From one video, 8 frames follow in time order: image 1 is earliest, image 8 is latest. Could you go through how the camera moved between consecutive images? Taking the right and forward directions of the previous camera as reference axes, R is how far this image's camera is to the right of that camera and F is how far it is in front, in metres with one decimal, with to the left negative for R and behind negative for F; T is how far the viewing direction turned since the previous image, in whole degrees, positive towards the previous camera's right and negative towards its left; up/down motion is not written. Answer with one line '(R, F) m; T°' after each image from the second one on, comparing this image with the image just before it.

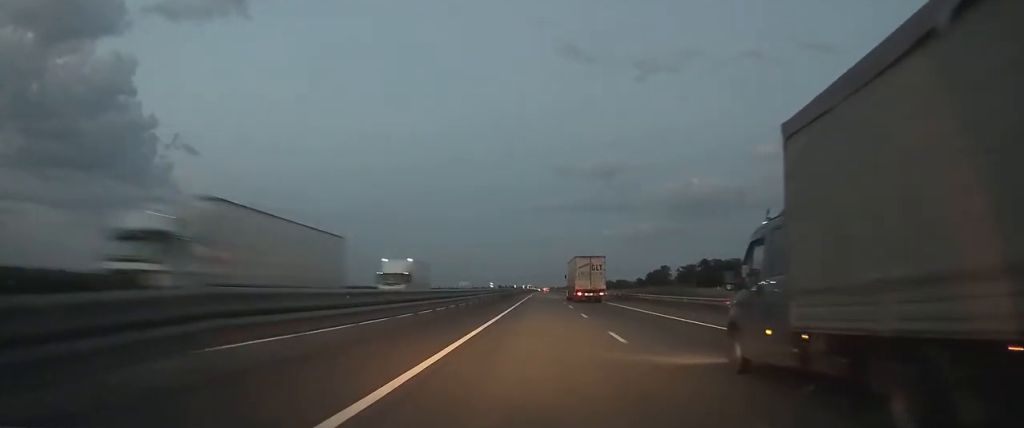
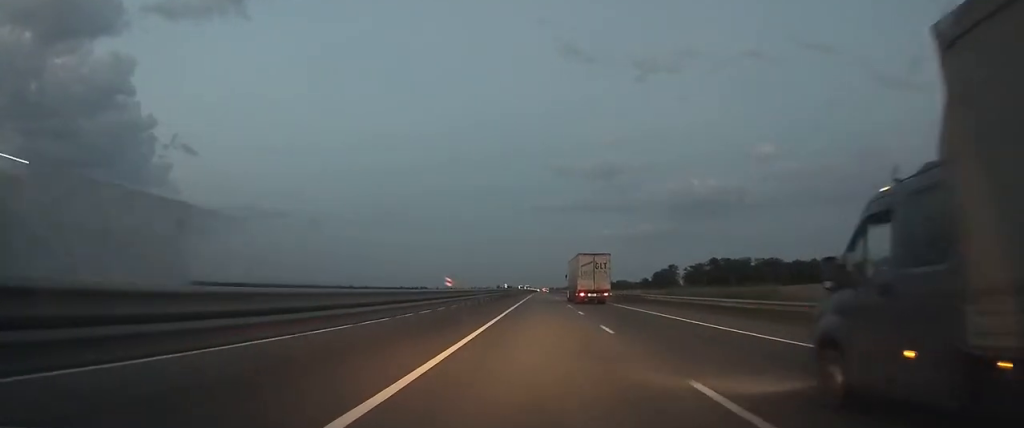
(+0.2, +21.1) m; 0°
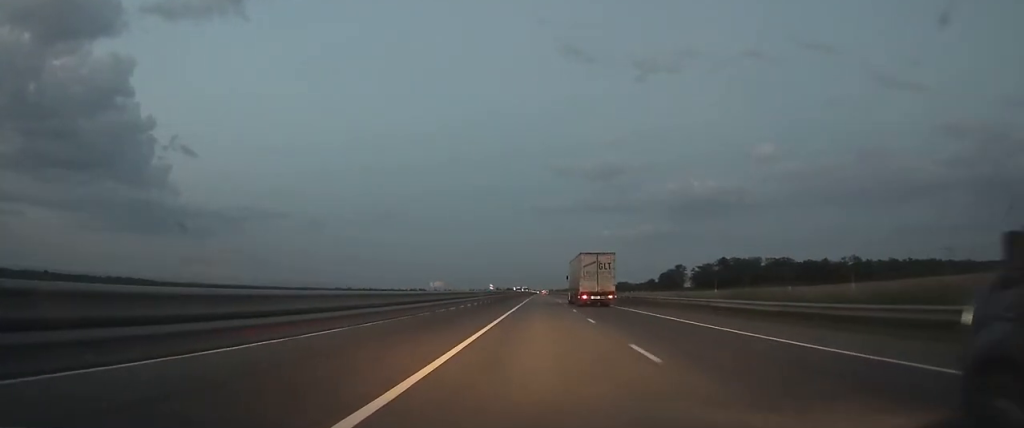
(+0.1, +18.3) m; 0°
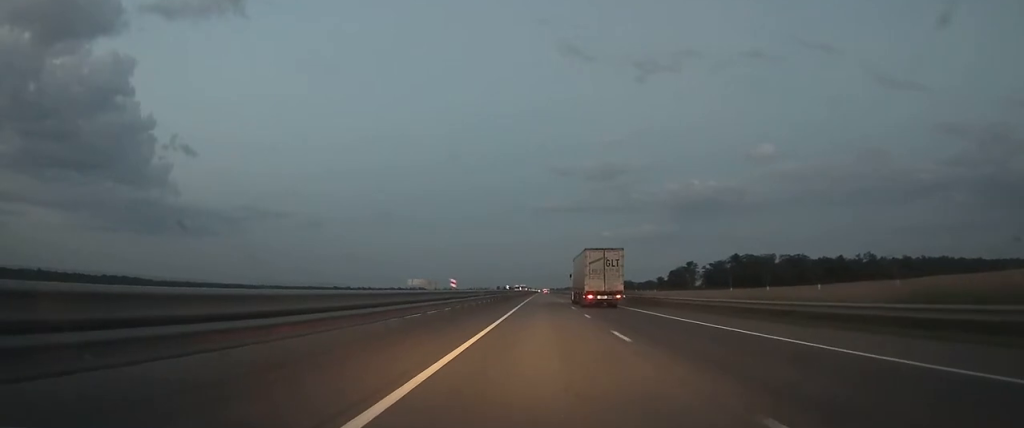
(-0.1, +20.1) m; -1°
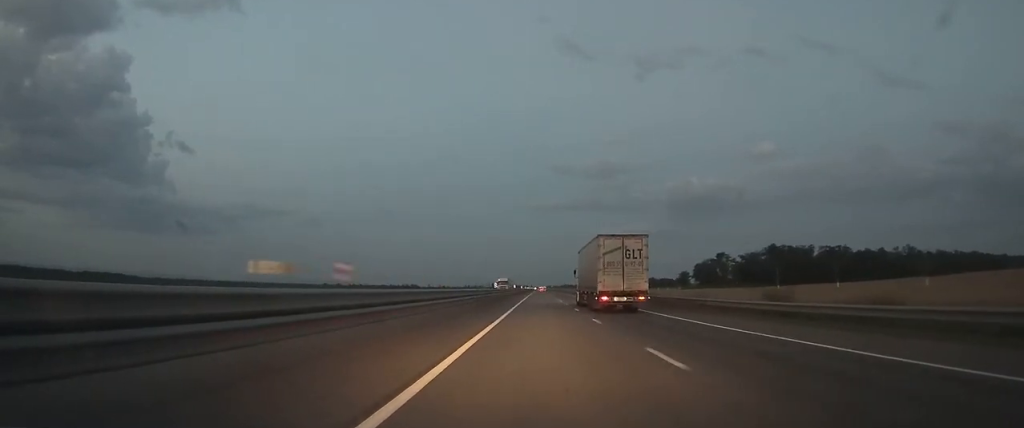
(-0.2, +52.9) m; 0°
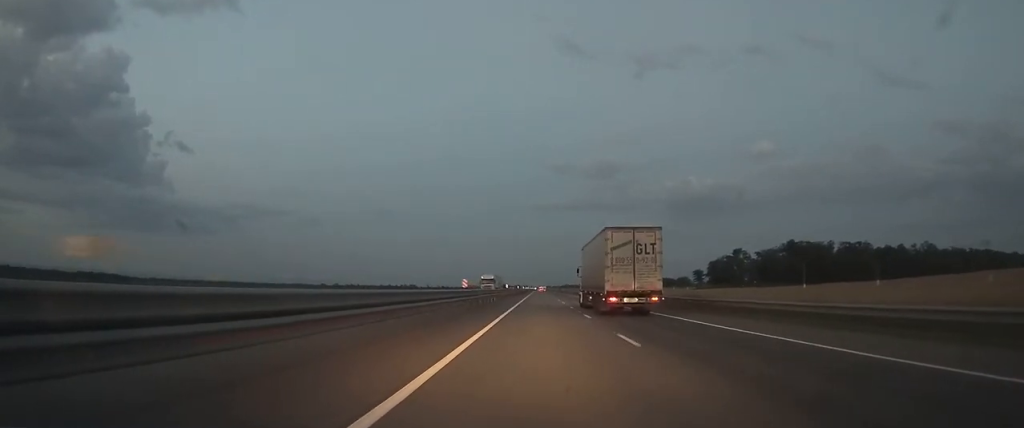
(+0.1, +20.0) m; 0°
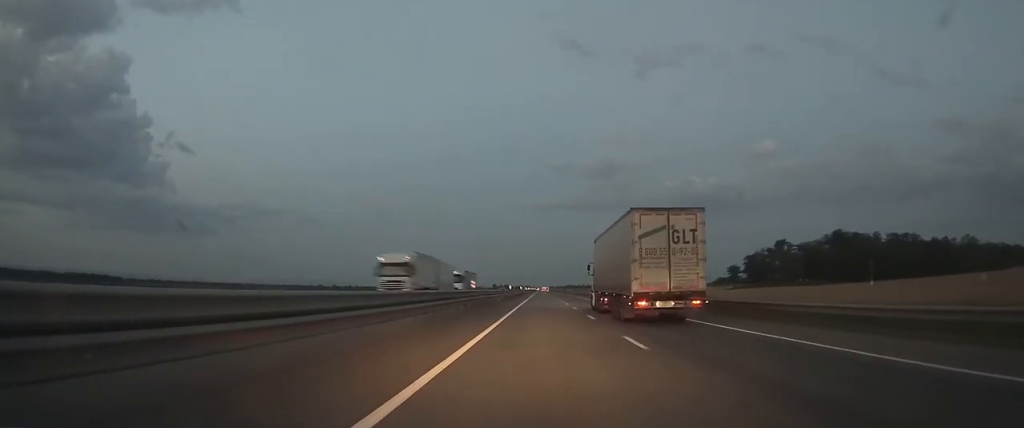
(0.0, +36.3) m; 0°
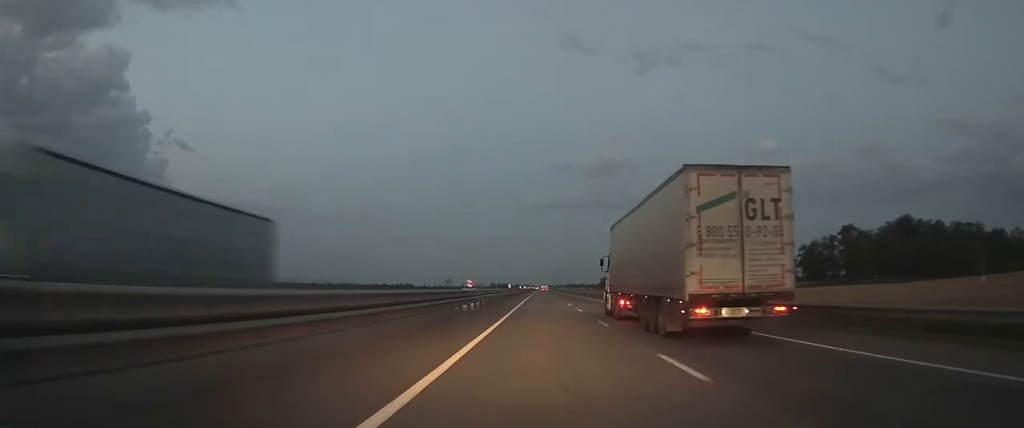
(+0.1, +39.8) m; 0°
